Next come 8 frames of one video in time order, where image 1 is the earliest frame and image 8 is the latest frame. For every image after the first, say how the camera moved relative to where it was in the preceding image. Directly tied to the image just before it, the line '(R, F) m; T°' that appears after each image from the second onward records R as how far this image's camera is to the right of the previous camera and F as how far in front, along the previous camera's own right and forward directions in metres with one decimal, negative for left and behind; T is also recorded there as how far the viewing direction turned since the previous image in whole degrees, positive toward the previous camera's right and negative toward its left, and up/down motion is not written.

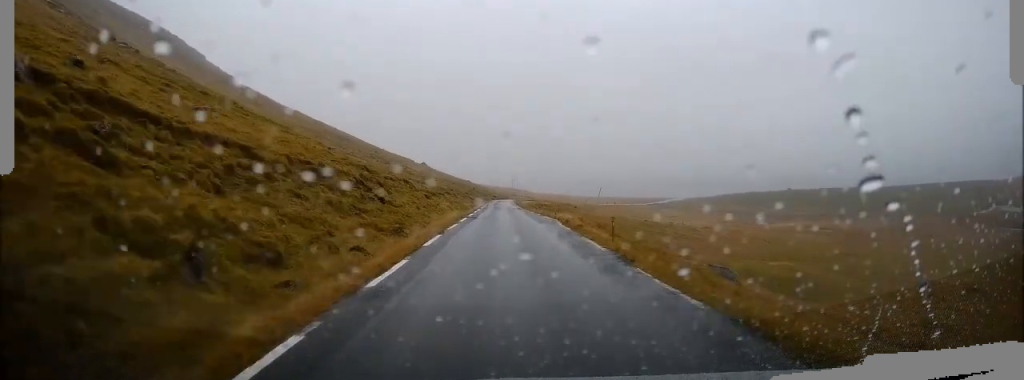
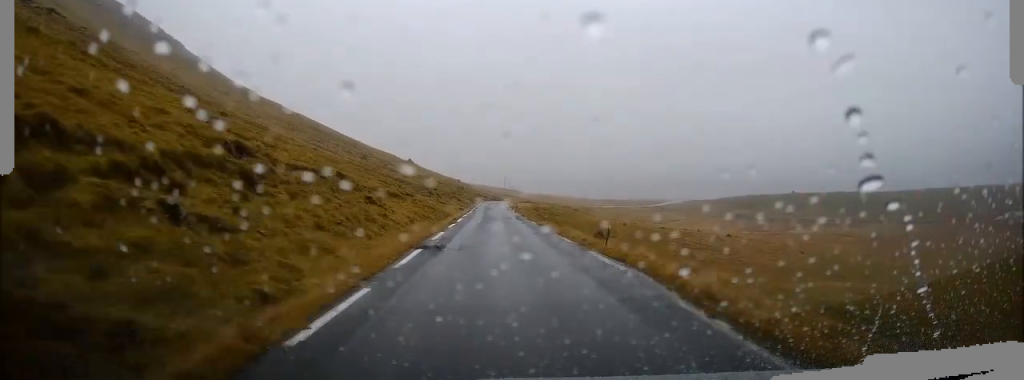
(+0.1, +14.9) m; +2°
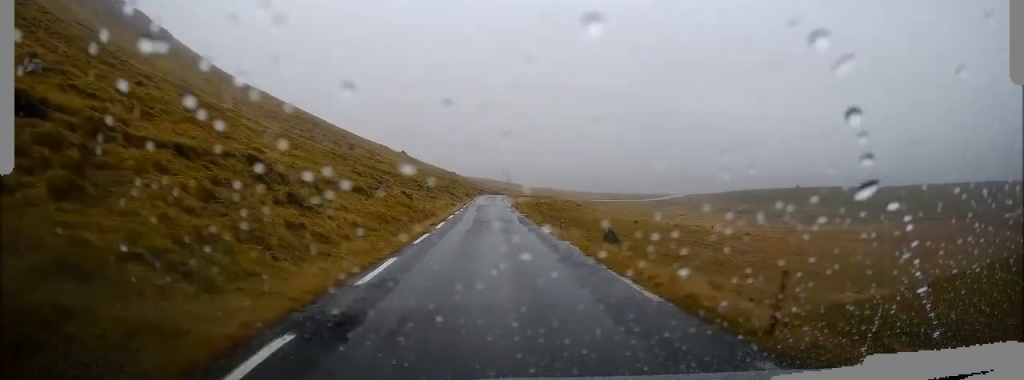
(+0.1, +8.8) m; -1°
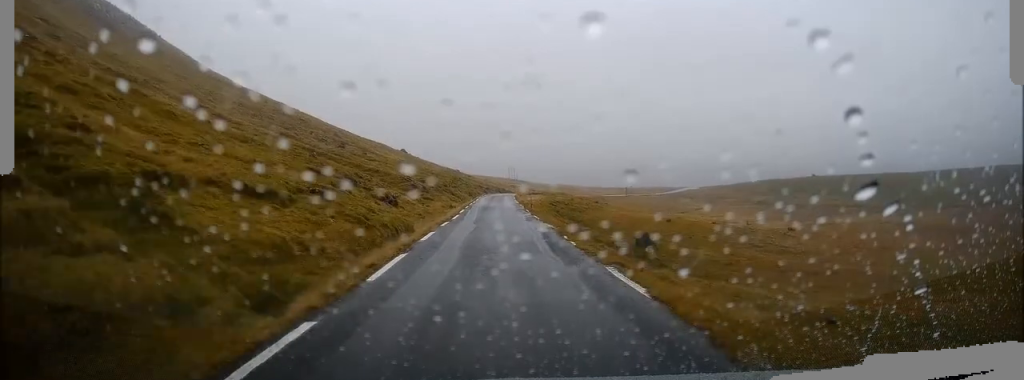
(-0.2, +11.5) m; 0°
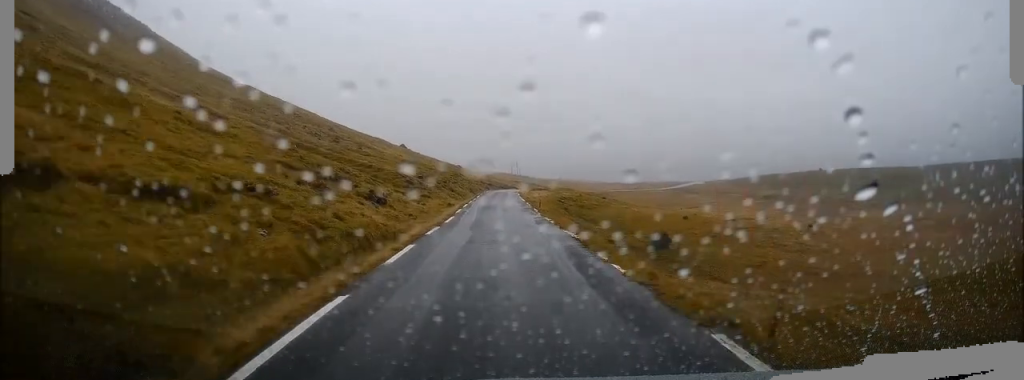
(-0.3, +5.0) m; +1°
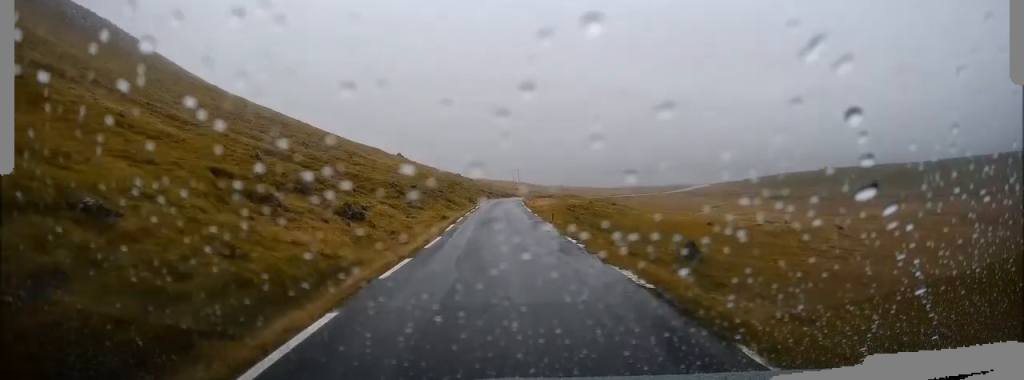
(+0.5, +6.5) m; +1°
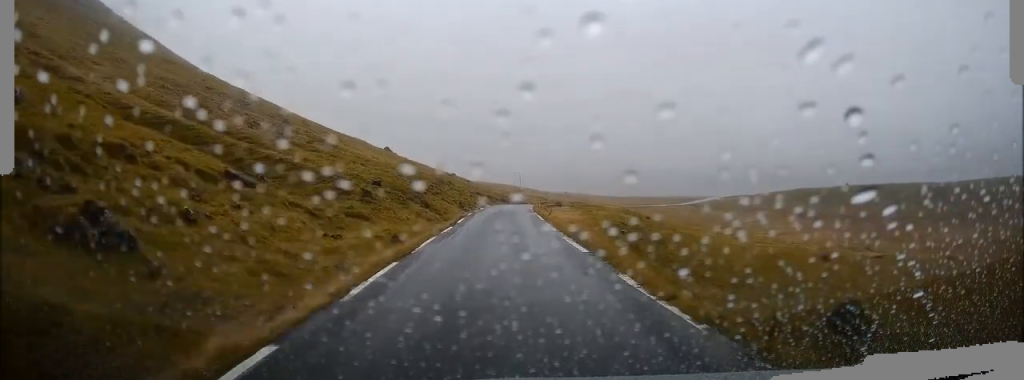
(0.0, +20.0) m; -1°
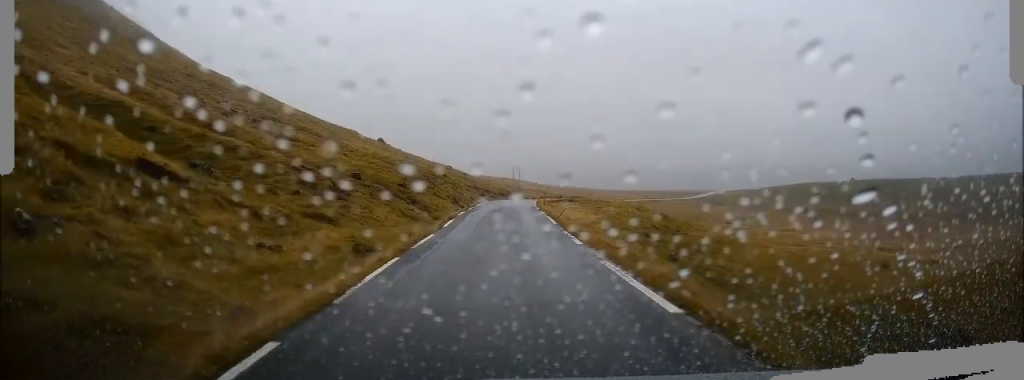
(+0.1, +6.2) m; 0°
